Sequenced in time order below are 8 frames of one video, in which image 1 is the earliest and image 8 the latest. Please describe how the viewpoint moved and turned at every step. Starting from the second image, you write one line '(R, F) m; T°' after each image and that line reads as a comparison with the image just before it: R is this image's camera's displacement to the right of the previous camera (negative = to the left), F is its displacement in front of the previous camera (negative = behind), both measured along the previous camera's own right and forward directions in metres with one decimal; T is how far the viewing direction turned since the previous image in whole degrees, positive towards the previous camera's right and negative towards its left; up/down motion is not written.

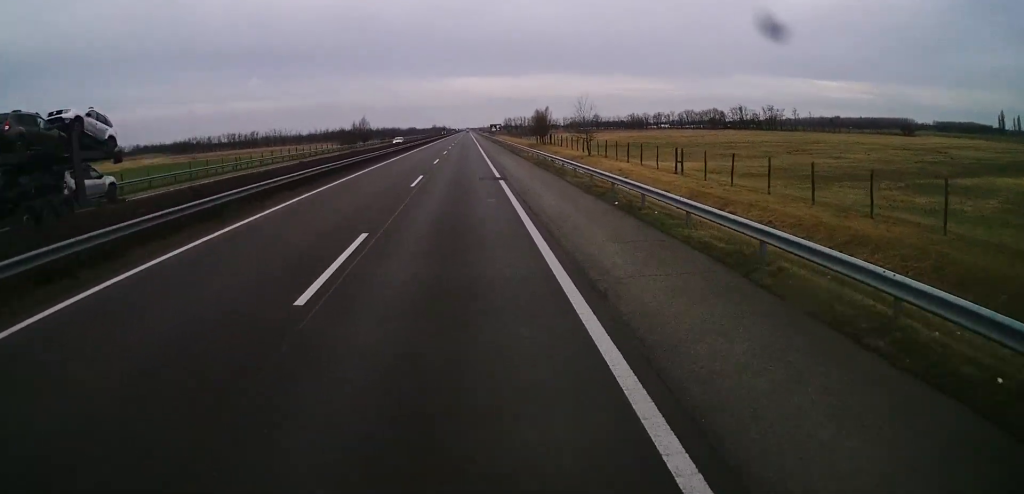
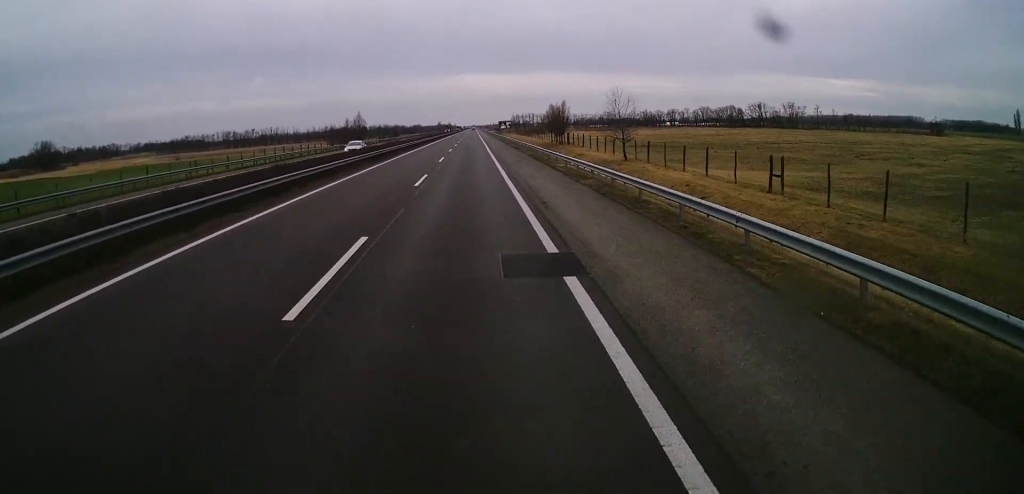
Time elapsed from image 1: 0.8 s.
(+0.1, +19.1) m; 0°
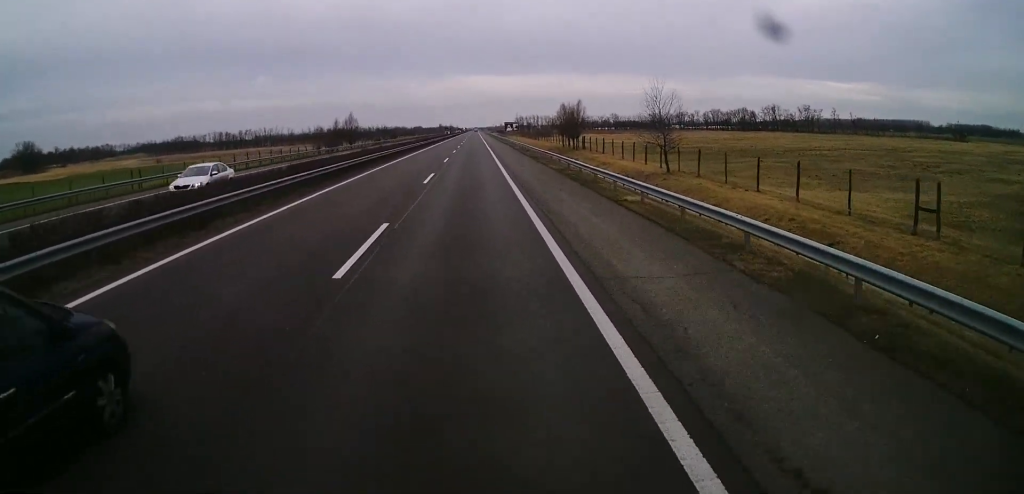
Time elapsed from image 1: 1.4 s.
(-0.1, +15.7) m; 0°
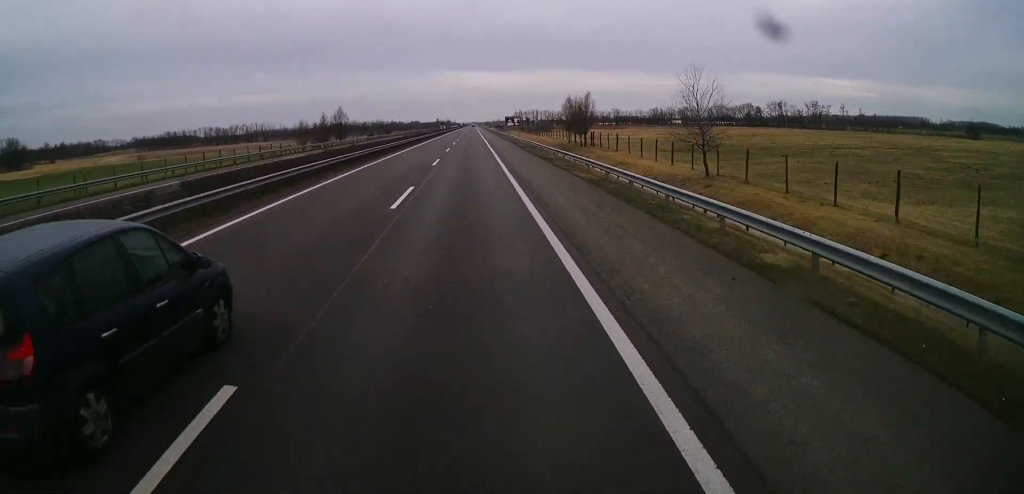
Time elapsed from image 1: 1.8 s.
(0.0, +10.8) m; 0°
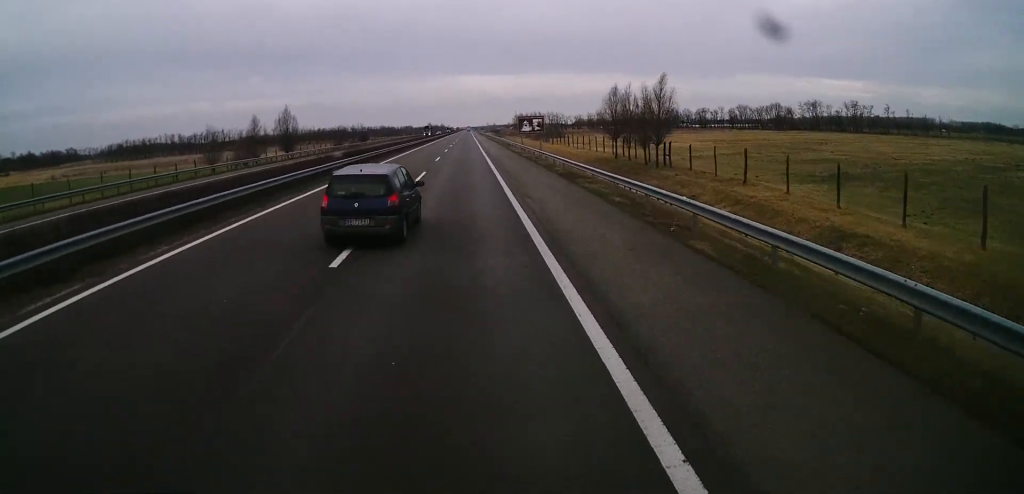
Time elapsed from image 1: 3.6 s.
(-0.5, +43.0) m; -1°
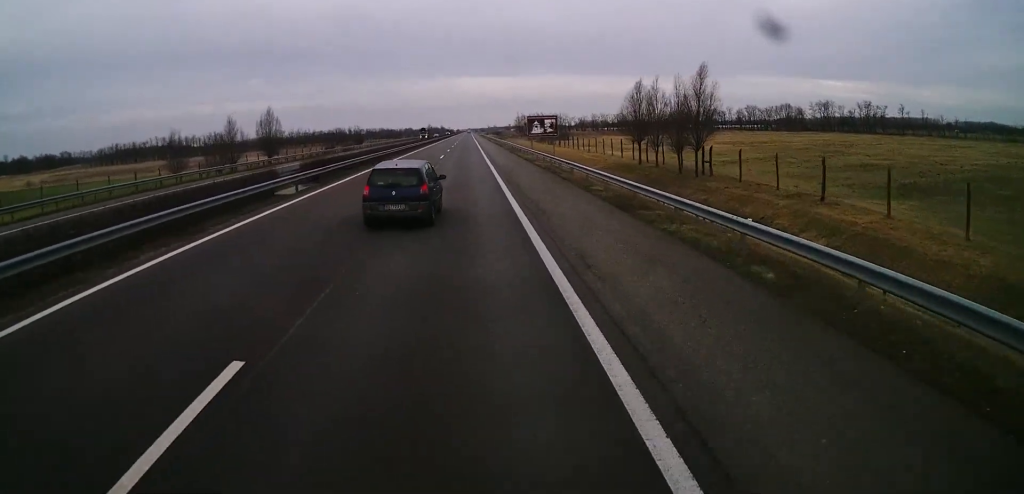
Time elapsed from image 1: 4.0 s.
(0.0, +10.7) m; 0°
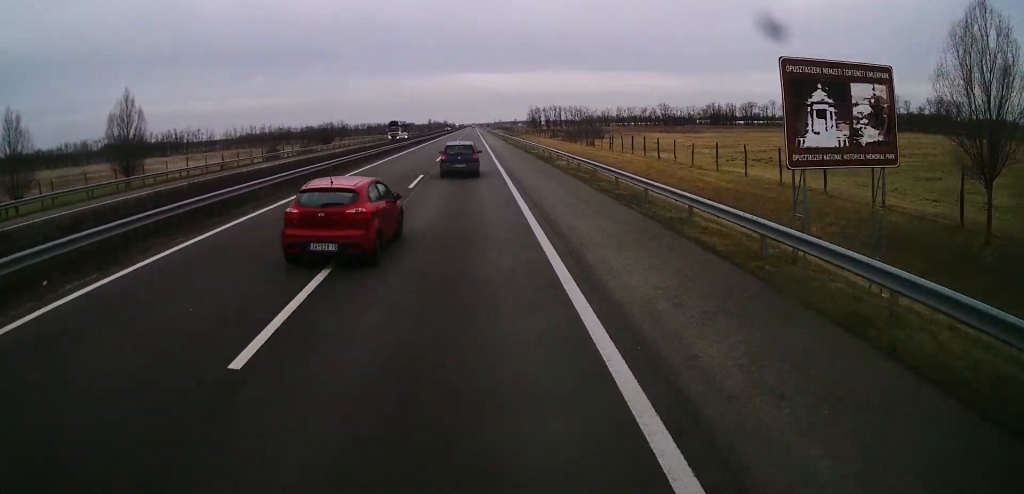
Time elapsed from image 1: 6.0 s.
(+0.9, +48.6) m; +2°
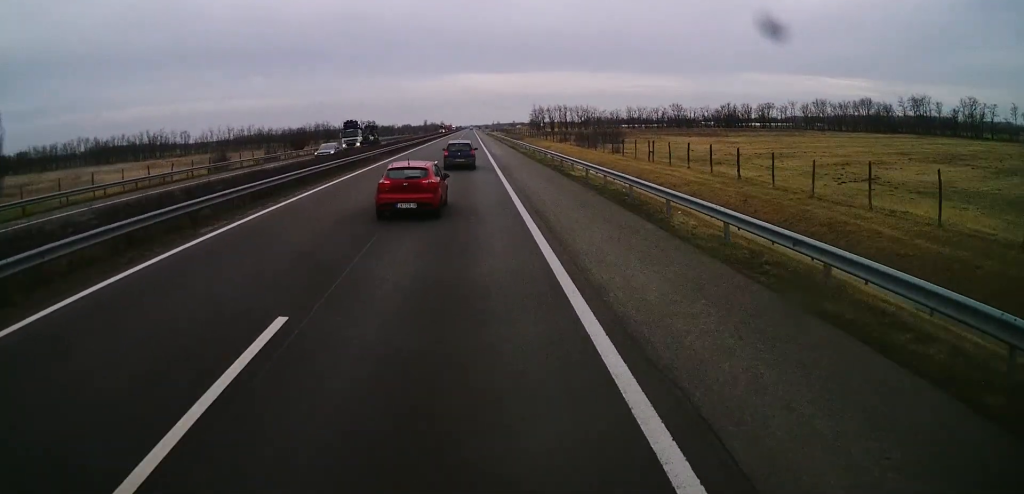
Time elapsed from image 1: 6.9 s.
(+0.1, +22.2) m; 0°
